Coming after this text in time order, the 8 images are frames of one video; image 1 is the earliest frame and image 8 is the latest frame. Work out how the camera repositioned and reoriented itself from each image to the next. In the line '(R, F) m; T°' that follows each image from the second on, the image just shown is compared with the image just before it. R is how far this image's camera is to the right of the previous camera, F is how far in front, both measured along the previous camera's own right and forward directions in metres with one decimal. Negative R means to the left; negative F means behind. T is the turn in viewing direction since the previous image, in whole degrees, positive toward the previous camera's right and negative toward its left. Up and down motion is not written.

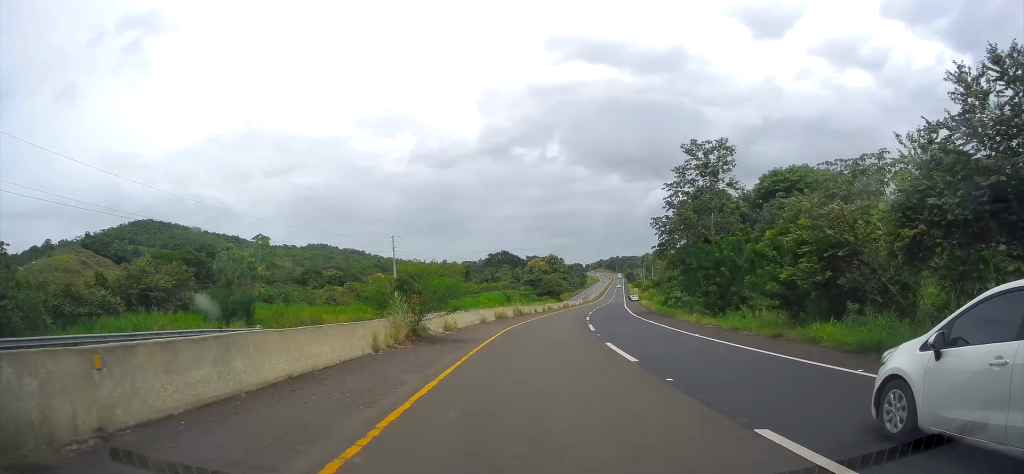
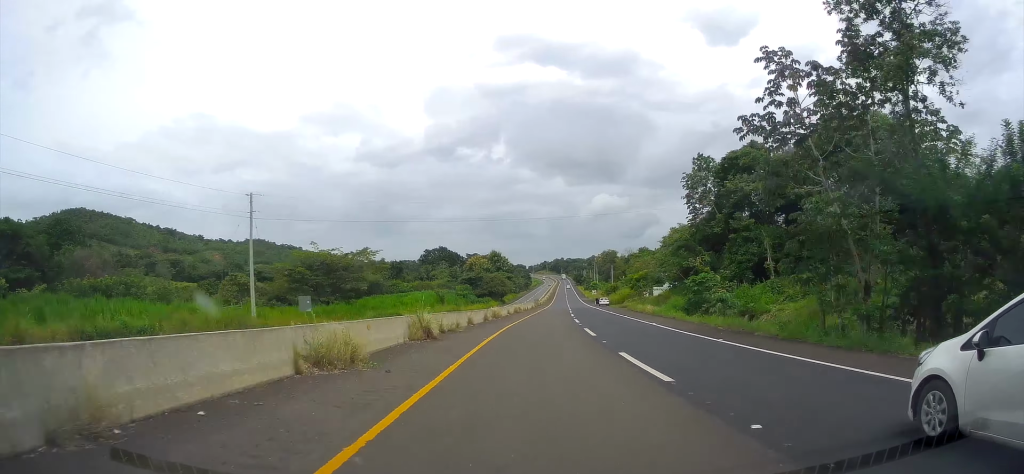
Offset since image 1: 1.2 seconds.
(+0.7, +28.9) m; +6°
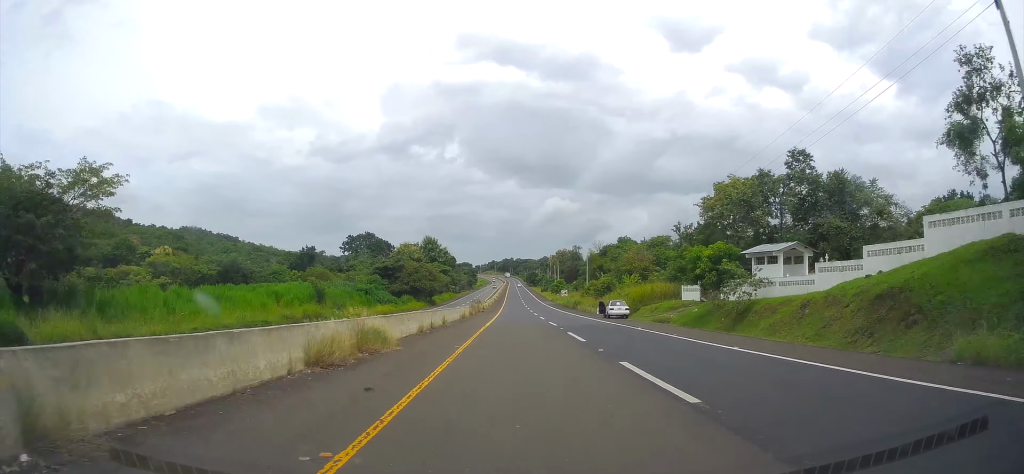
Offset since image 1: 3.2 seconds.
(+4.4, +51.1) m; +8°
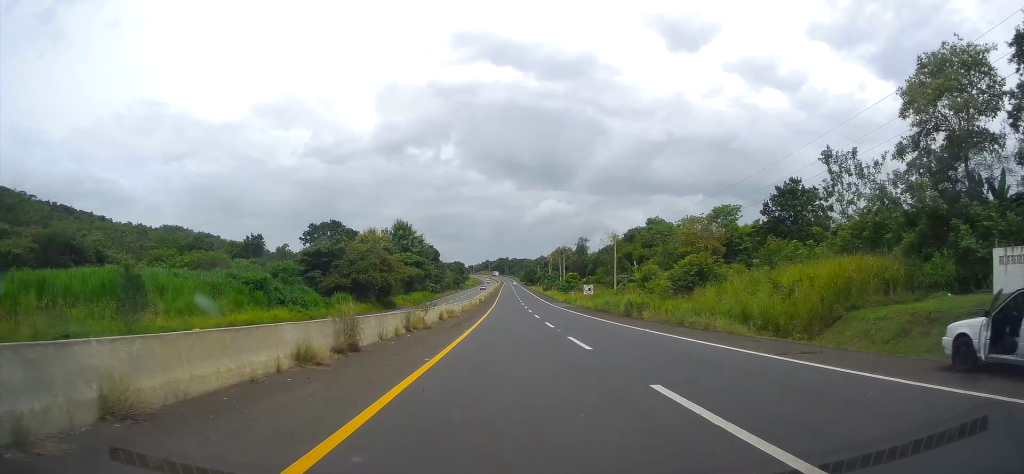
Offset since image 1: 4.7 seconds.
(+1.9, +40.0) m; +3°
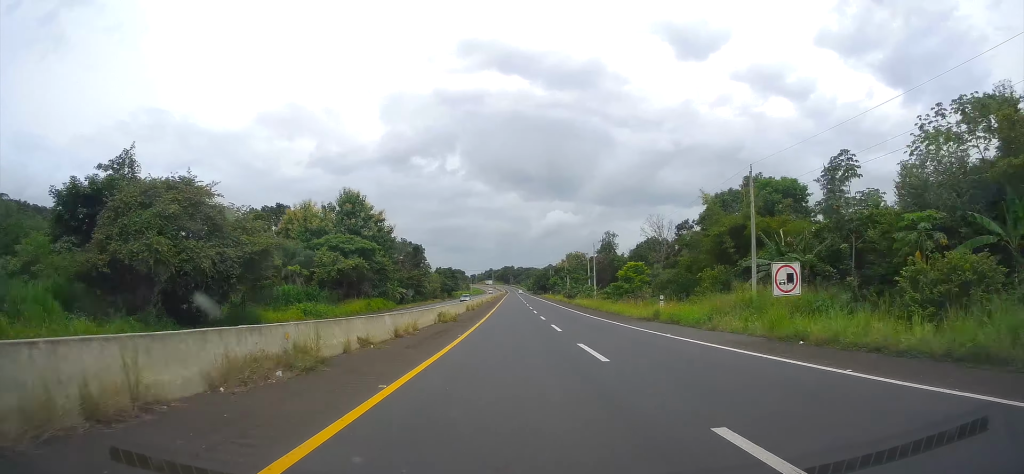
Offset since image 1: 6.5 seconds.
(+1.1, +50.4) m; +1°
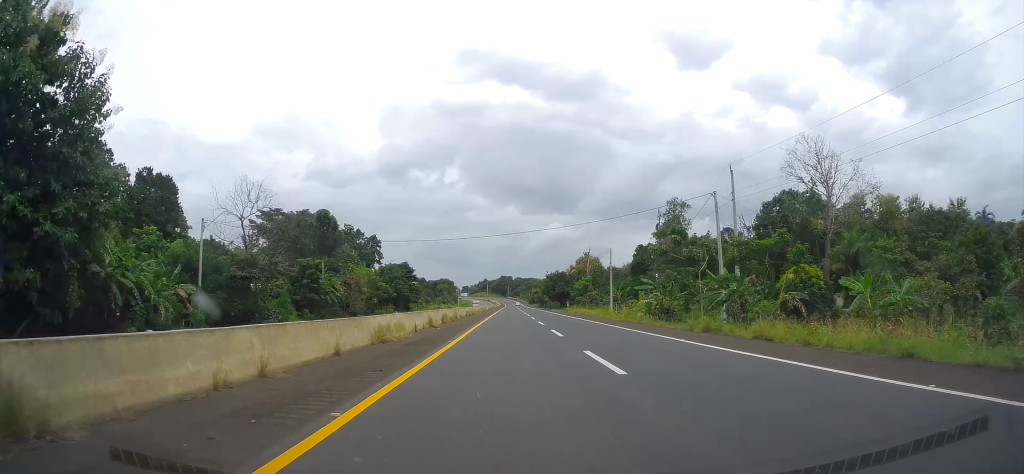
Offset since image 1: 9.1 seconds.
(-0.3, +73.5) m; -1°
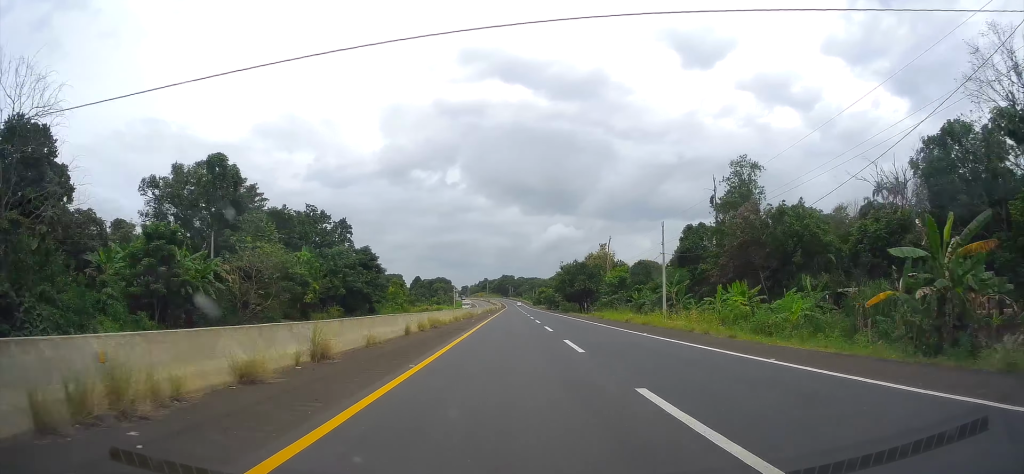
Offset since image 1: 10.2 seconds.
(-0.4, +31.7) m; 0°
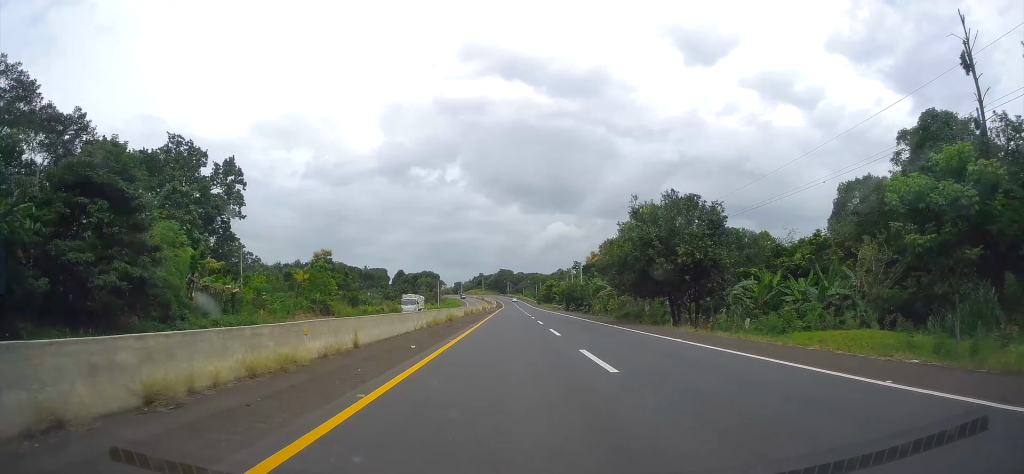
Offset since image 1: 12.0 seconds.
(0.0, +53.9) m; 0°
